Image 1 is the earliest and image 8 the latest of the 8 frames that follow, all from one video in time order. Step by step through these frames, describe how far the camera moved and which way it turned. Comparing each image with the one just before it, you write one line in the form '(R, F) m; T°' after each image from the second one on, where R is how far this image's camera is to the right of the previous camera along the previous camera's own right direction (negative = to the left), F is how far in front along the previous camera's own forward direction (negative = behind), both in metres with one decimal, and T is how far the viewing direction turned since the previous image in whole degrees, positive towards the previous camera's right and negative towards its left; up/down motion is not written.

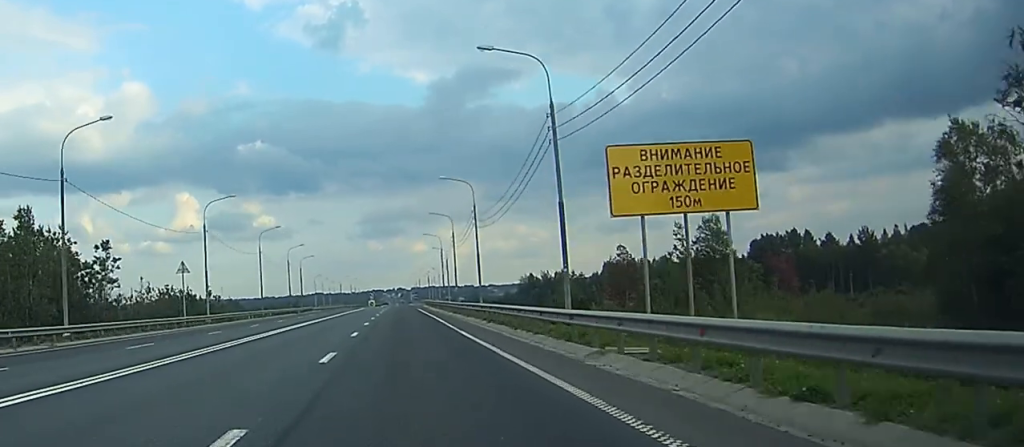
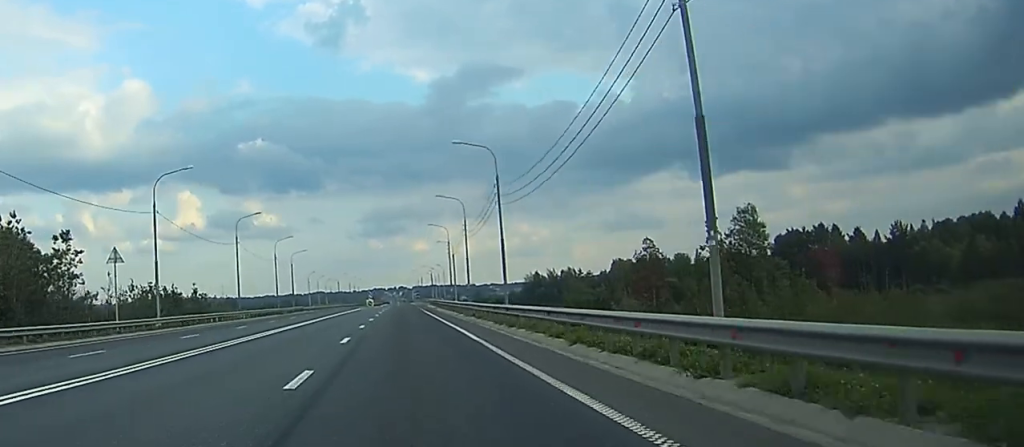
(+0.1, +17.5) m; 0°
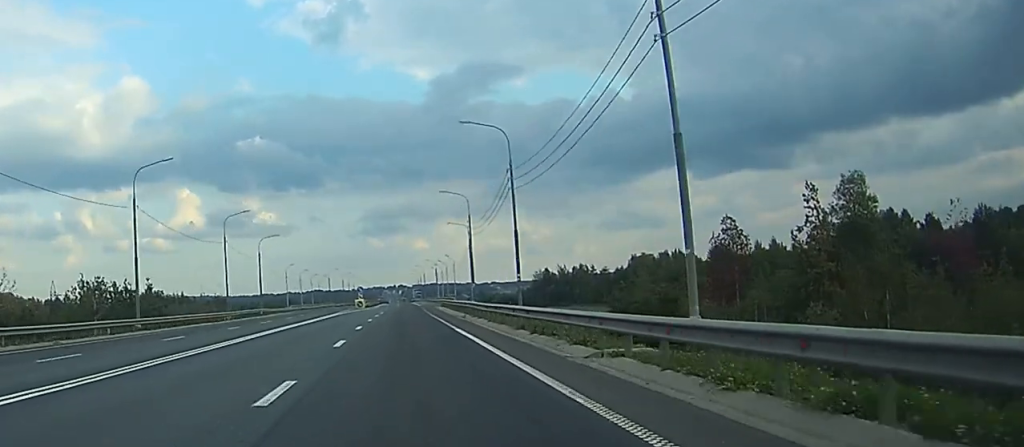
(0.0, +37.9) m; 0°
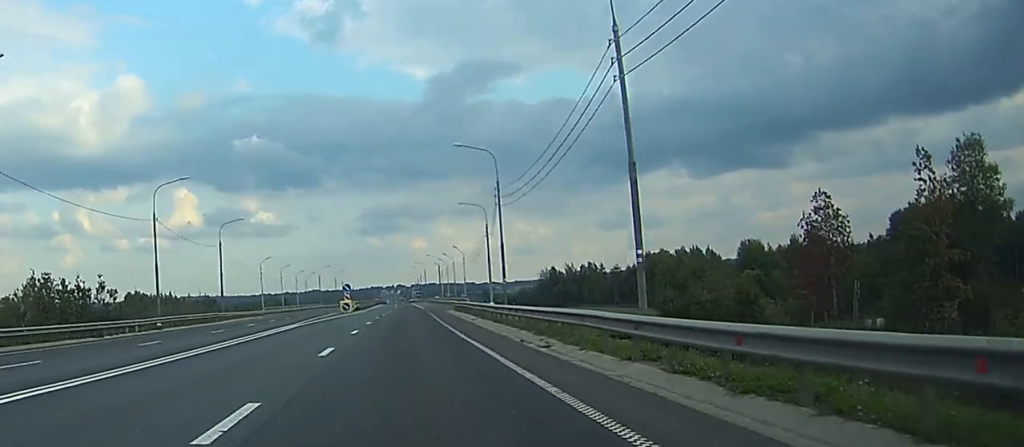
(+0.1, +26.6) m; 0°
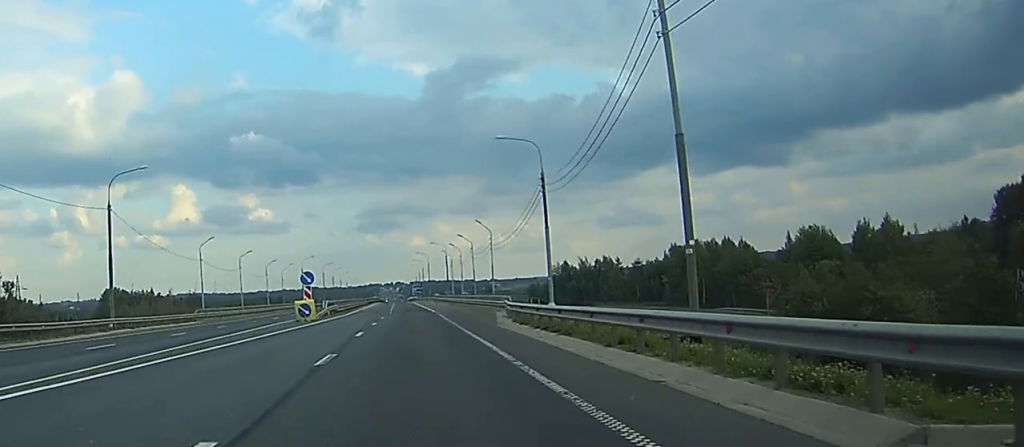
(0.0, +38.6) m; 0°
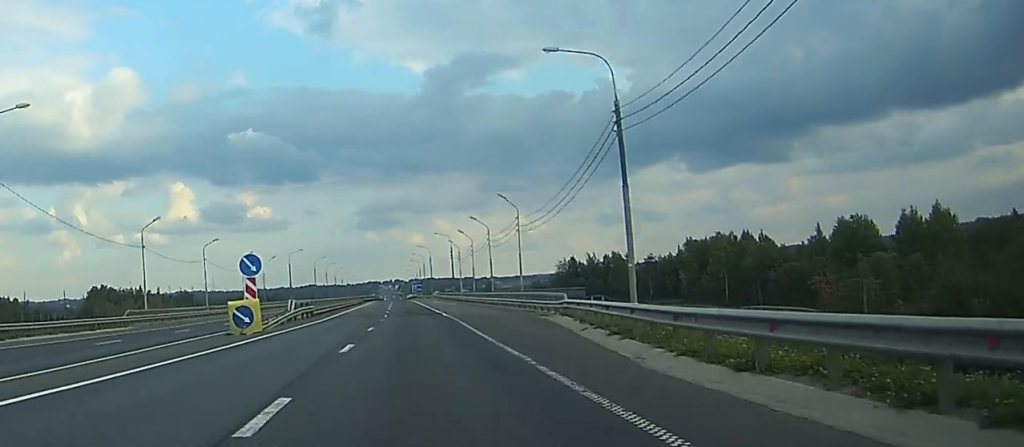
(+0.1, +20.6) m; 0°
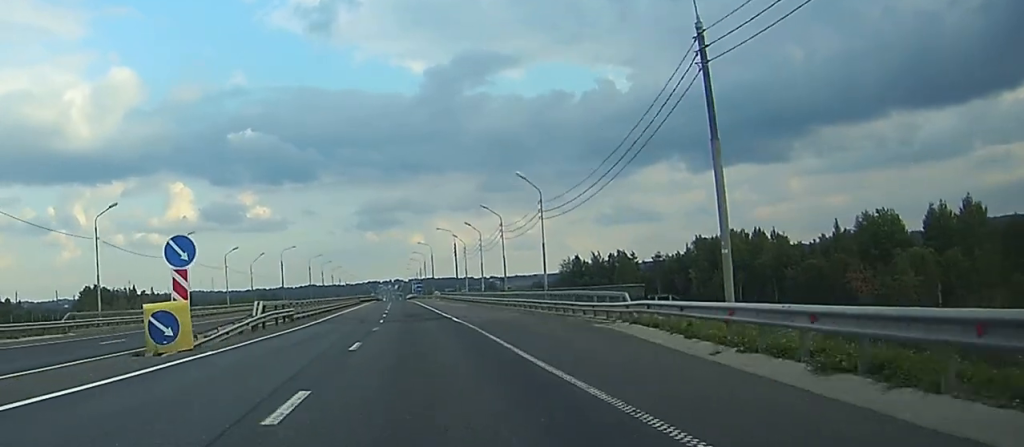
(0.0, +11.1) m; 0°
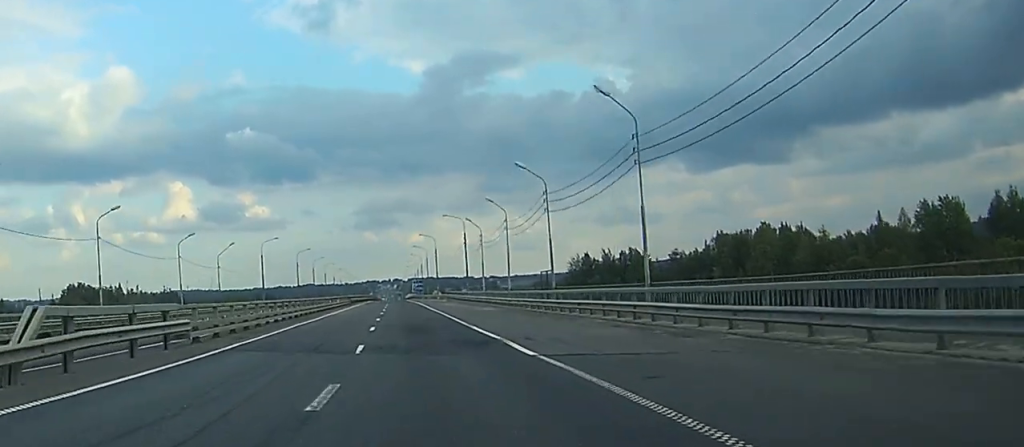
(-0.1, +23.0) m; 0°
